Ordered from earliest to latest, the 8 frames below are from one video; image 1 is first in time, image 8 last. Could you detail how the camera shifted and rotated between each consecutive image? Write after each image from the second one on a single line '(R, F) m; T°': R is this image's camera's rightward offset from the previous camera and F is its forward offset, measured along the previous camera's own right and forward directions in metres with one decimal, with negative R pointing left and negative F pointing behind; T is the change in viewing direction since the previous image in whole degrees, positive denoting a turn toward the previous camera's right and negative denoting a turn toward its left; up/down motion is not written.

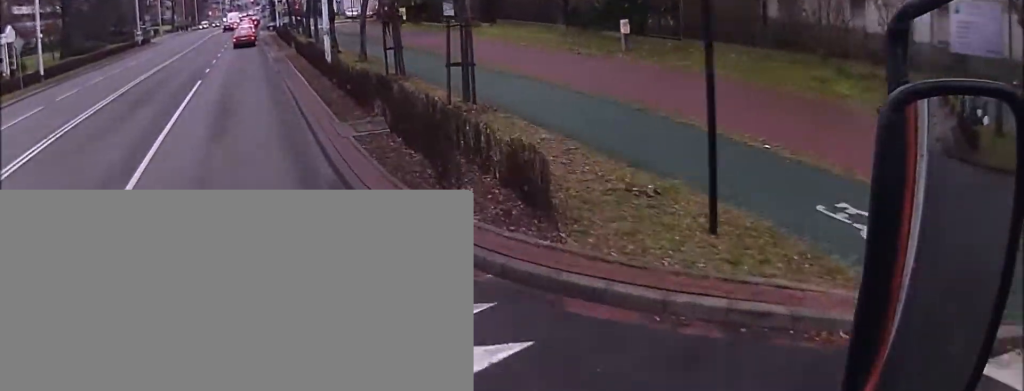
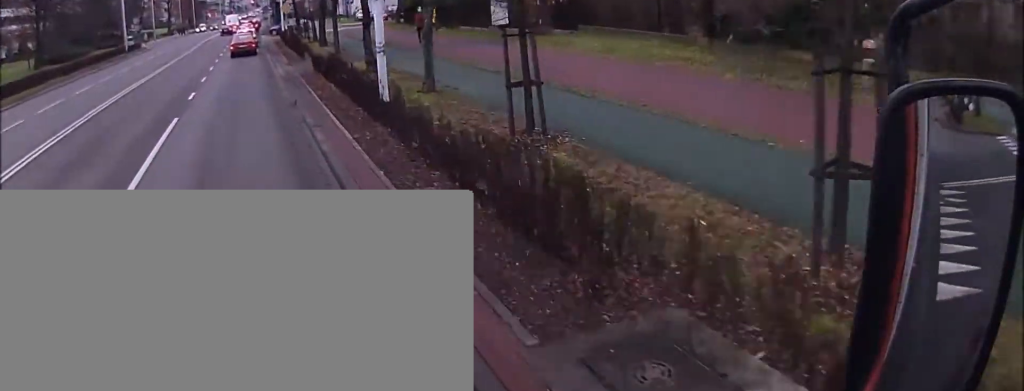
(+0.1, +9.6) m; 0°
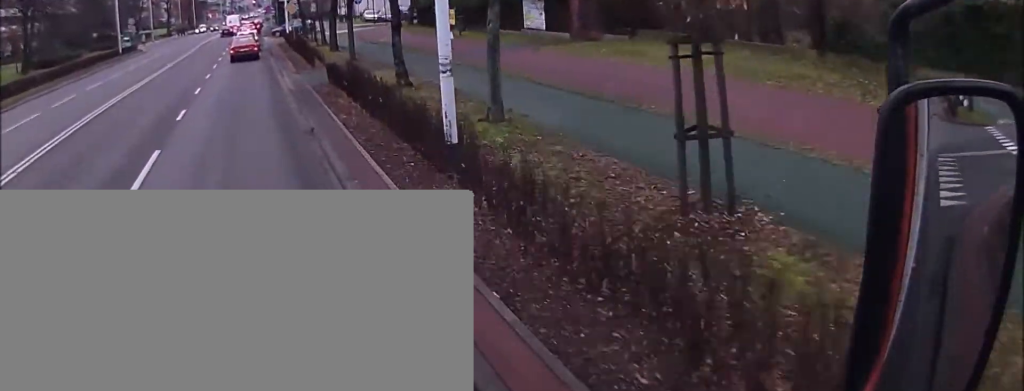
(0.0, +4.5) m; 0°
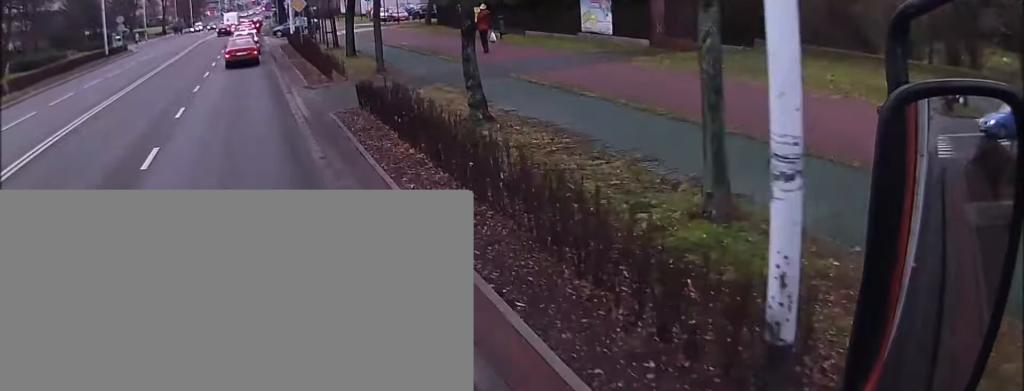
(0.0, +6.5) m; -1°
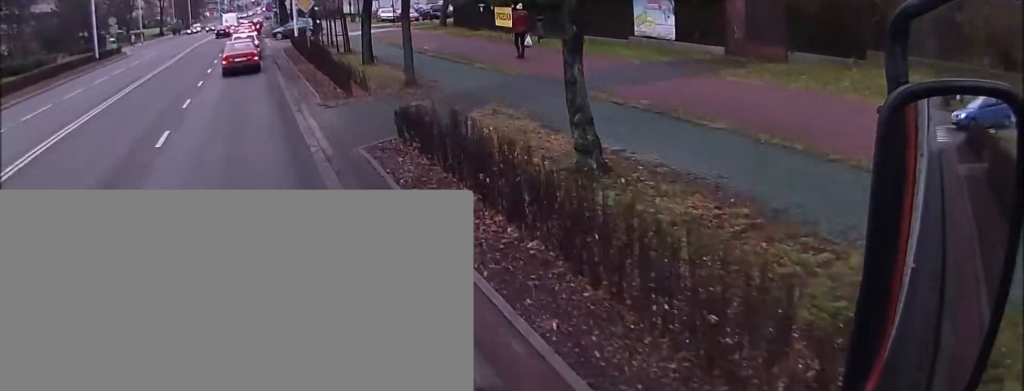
(0.0, +4.5) m; -1°
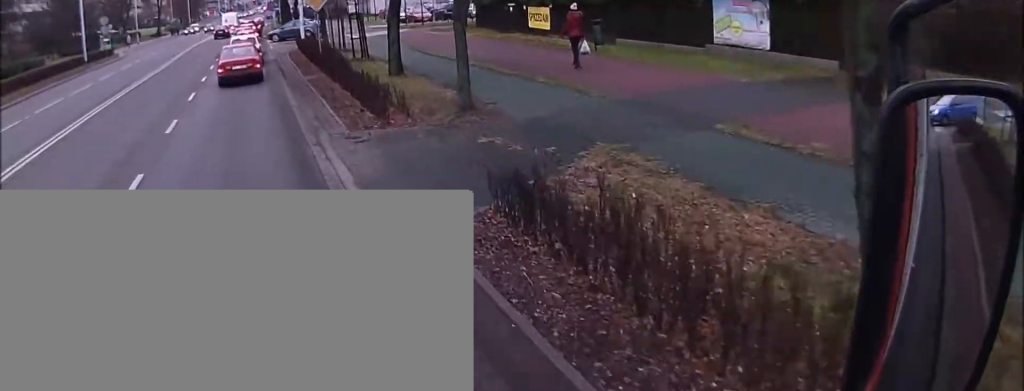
(0.0, +4.9) m; -1°
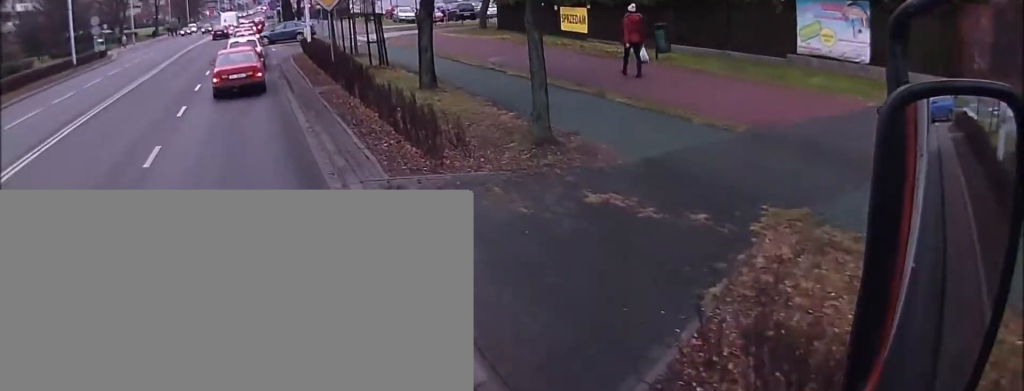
(0.0, +4.2) m; -1°
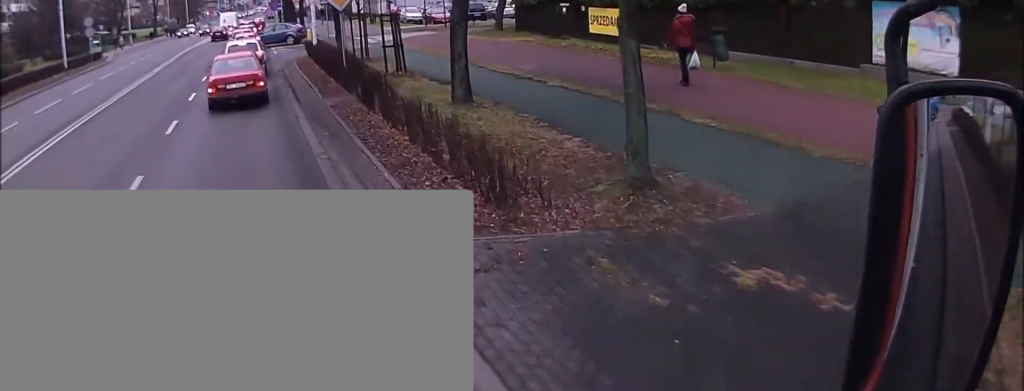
(0.0, +2.2) m; 0°
